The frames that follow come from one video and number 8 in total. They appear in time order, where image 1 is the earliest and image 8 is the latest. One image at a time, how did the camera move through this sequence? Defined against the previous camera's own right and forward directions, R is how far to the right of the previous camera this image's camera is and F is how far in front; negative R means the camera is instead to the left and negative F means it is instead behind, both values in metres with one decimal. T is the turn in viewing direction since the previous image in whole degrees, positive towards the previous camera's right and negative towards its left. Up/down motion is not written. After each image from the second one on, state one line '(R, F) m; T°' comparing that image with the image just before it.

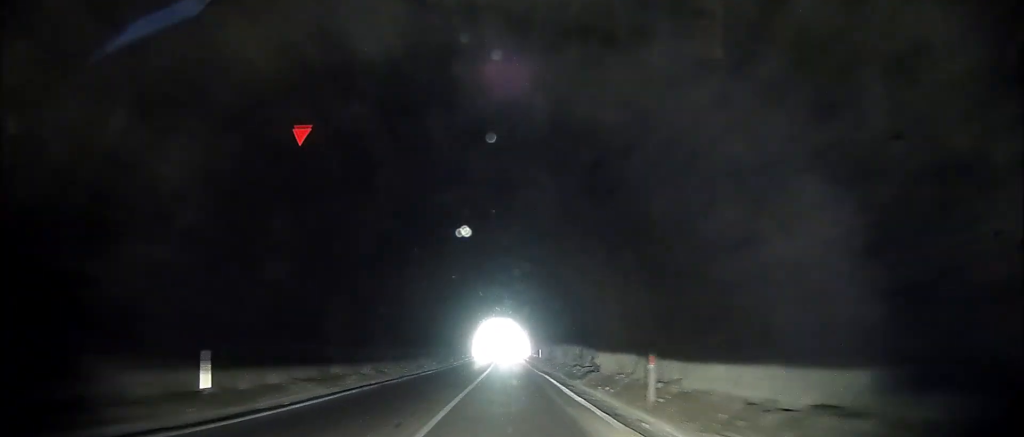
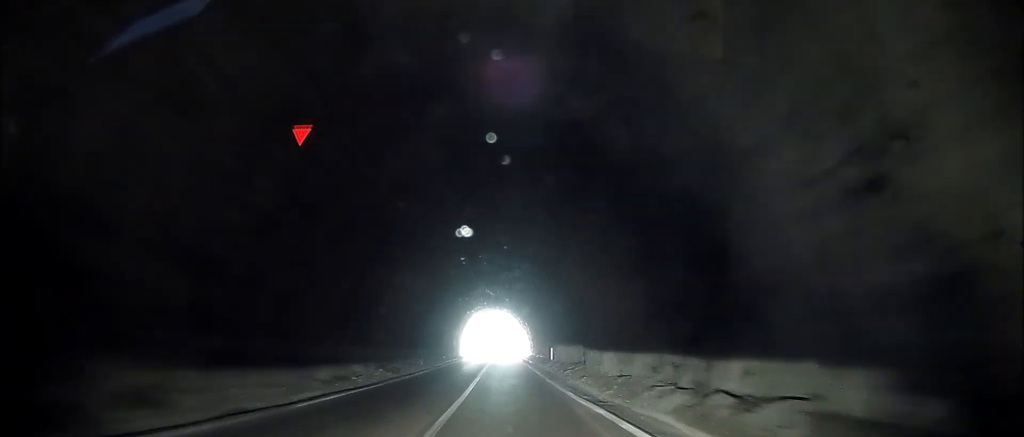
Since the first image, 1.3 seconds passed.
(0.0, +22.5) m; 0°
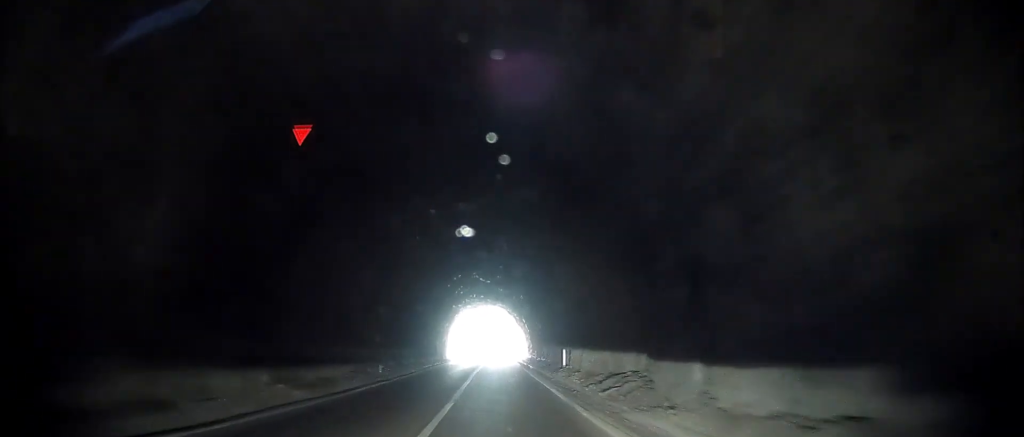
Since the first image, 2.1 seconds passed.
(0.0, +13.9) m; 0°
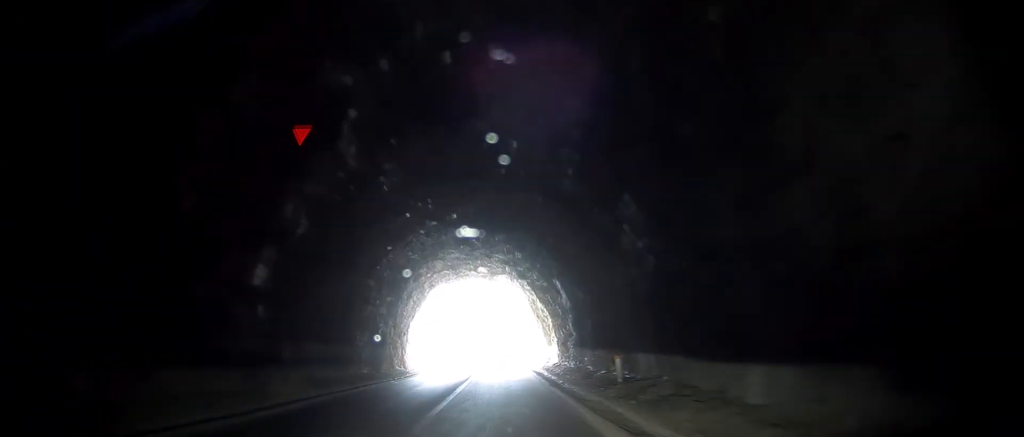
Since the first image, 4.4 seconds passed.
(0.0, +40.1) m; 0°
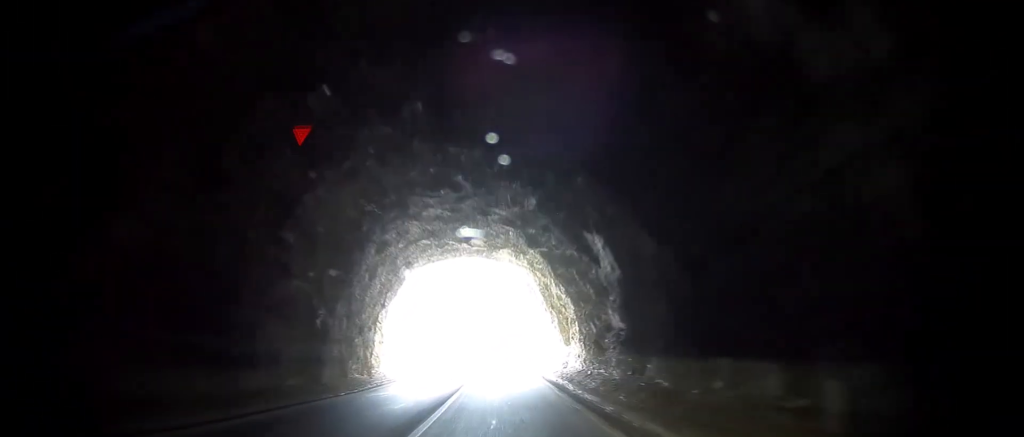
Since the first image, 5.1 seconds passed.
(0.0, +12.2) m; 0°
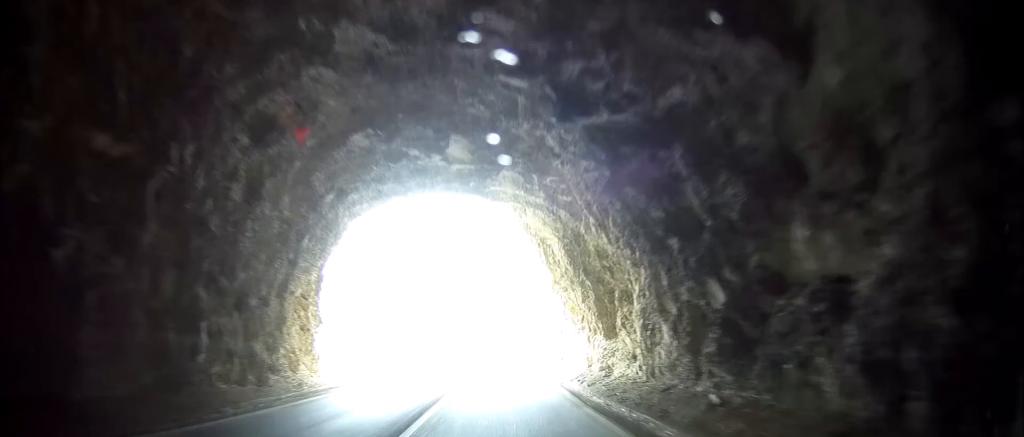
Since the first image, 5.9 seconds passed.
(0.0, +14.6) m; 0°
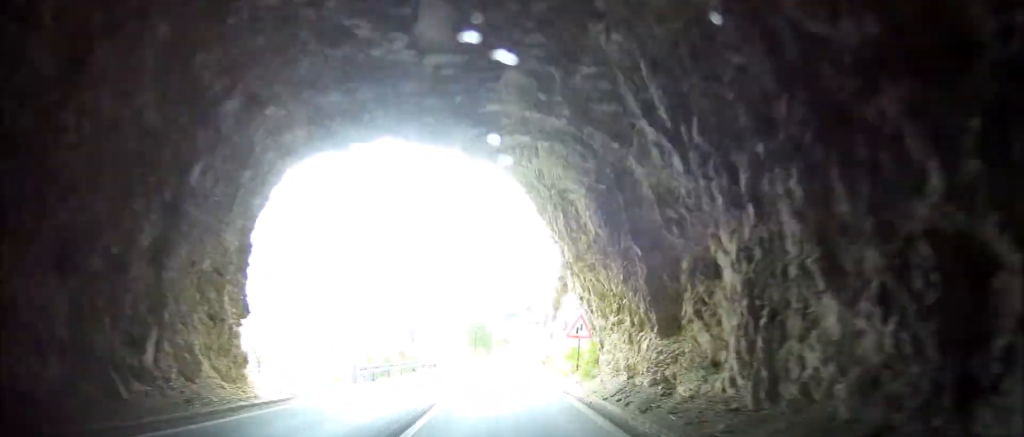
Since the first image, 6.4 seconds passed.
(0.0, +7.6) m; 0°
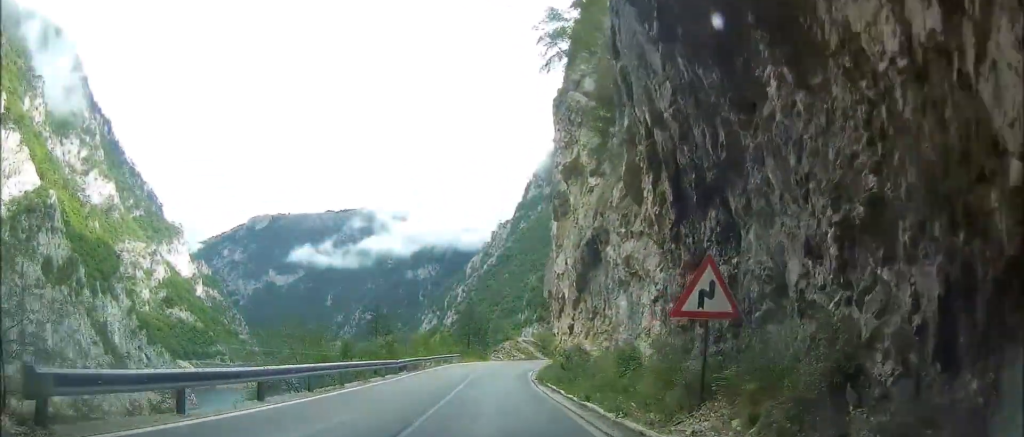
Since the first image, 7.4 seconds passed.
(0.0, +18.0) m; 0°
